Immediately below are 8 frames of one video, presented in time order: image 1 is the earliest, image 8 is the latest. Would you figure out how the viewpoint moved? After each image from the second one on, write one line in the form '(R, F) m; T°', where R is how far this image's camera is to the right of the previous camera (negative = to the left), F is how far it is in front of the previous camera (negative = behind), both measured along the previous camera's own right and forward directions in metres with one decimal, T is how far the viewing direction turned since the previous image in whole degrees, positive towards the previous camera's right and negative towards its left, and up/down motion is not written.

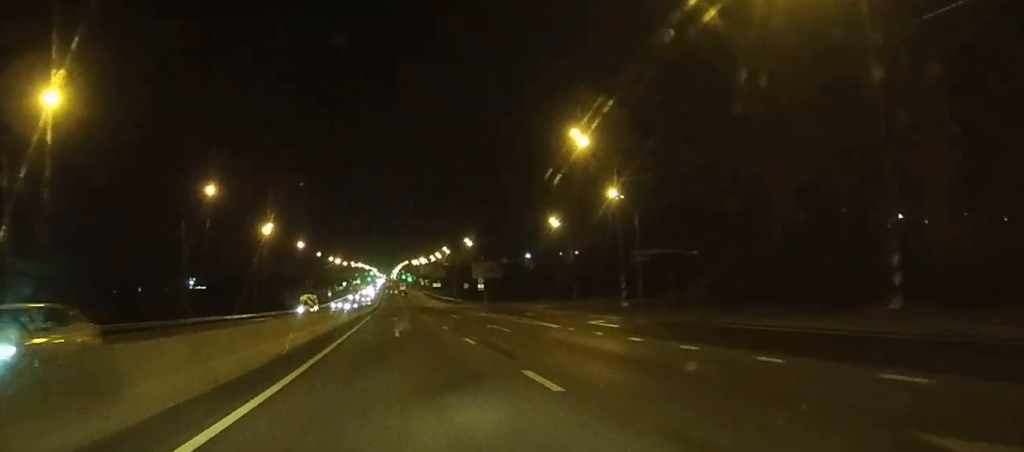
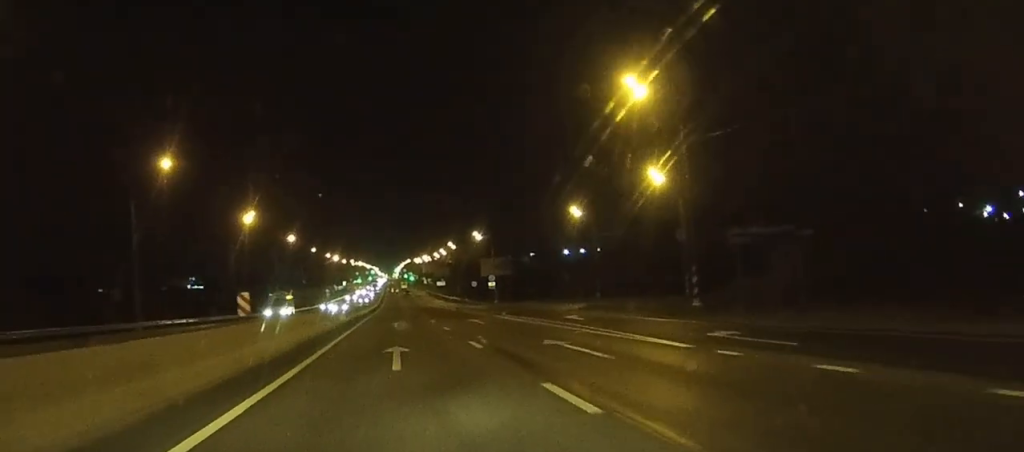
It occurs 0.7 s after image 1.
(0.0, +14.5) m; 0°
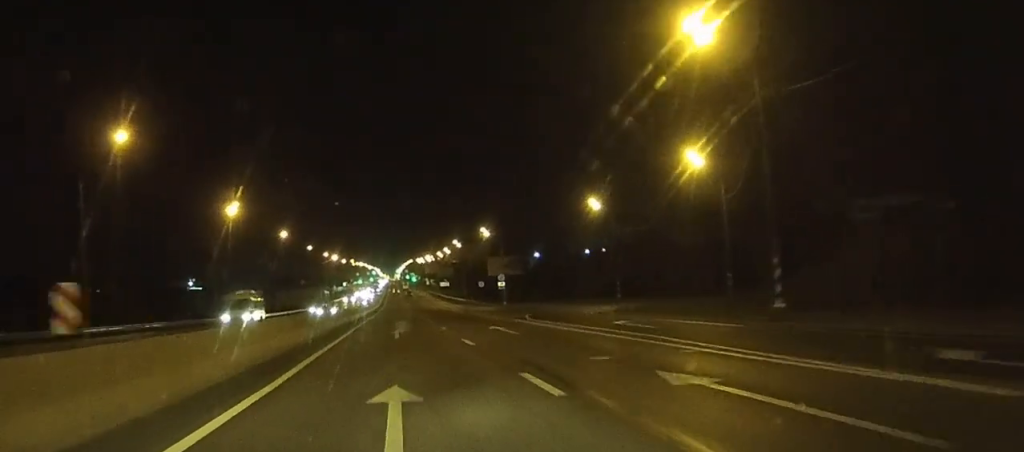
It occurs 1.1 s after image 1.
(0.0, +10.2) m; 0°
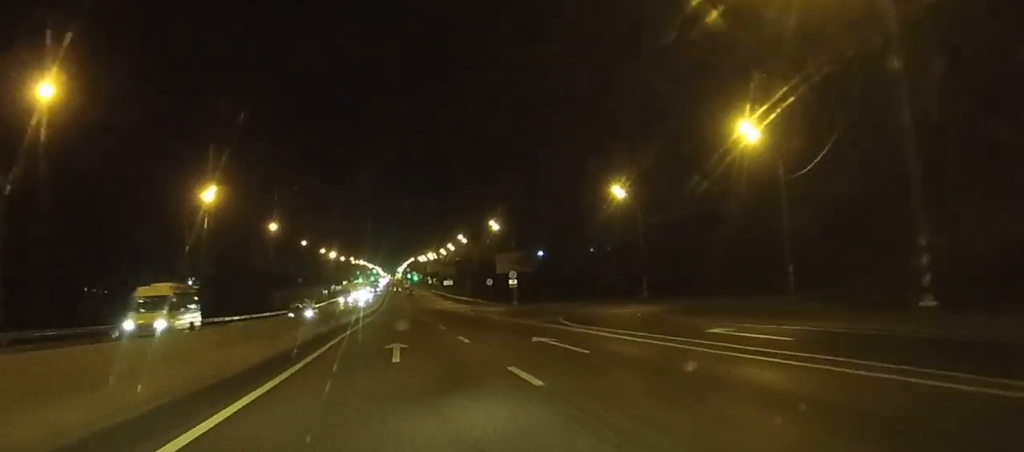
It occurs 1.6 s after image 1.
(0.0, +10.9) m; 0°
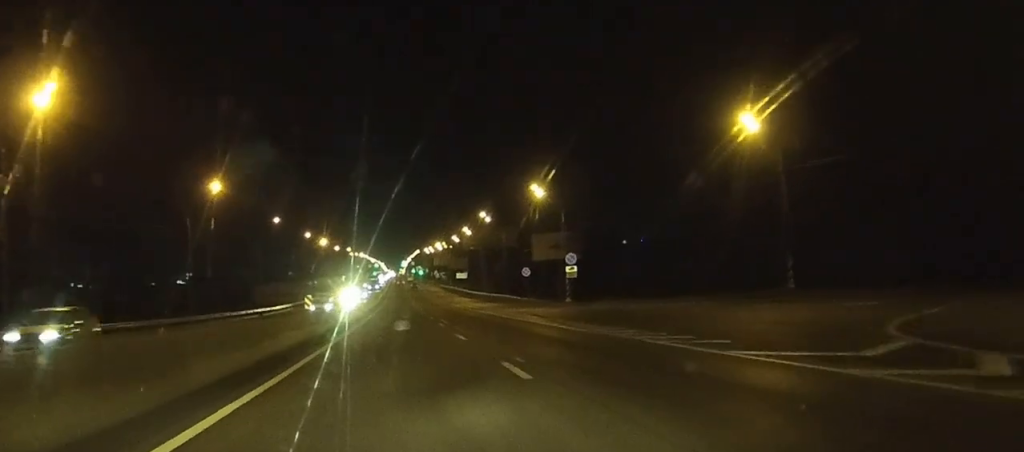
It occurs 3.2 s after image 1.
(-0.1, +35.1) m; 0°
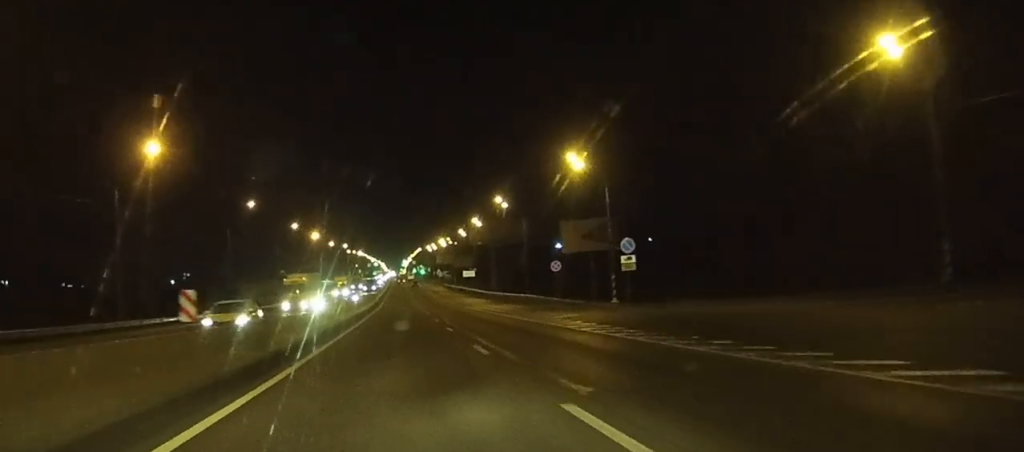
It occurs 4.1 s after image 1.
(0.0, +18.4) m; 0°
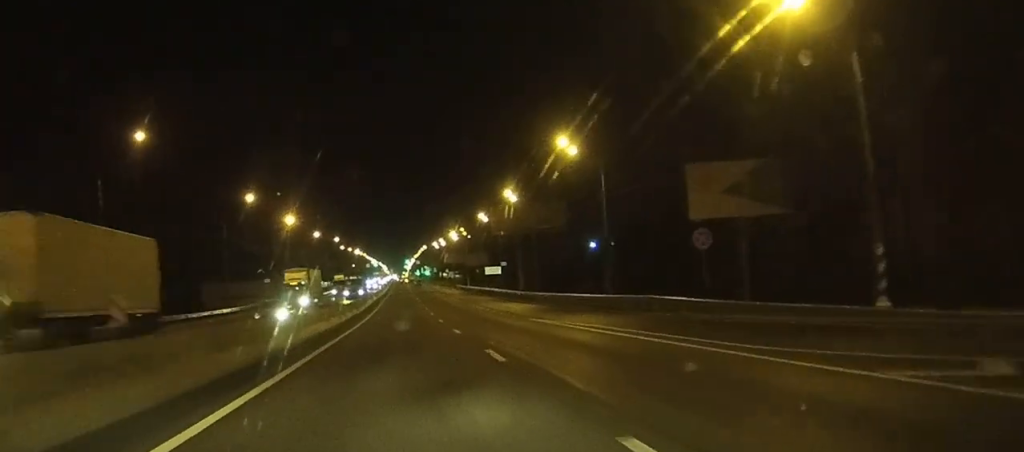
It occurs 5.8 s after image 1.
(0.0, +38.2) m; 0°
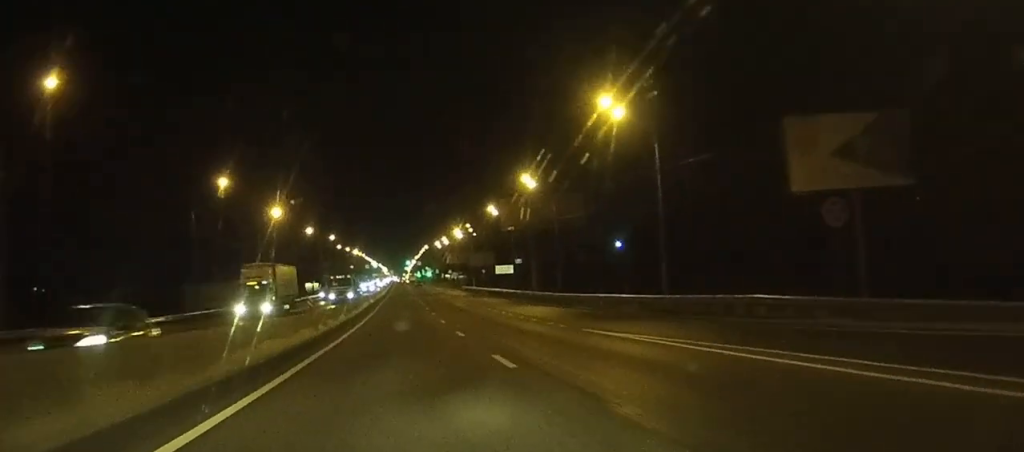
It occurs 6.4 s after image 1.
(0.0, +13.2) m; 0°
